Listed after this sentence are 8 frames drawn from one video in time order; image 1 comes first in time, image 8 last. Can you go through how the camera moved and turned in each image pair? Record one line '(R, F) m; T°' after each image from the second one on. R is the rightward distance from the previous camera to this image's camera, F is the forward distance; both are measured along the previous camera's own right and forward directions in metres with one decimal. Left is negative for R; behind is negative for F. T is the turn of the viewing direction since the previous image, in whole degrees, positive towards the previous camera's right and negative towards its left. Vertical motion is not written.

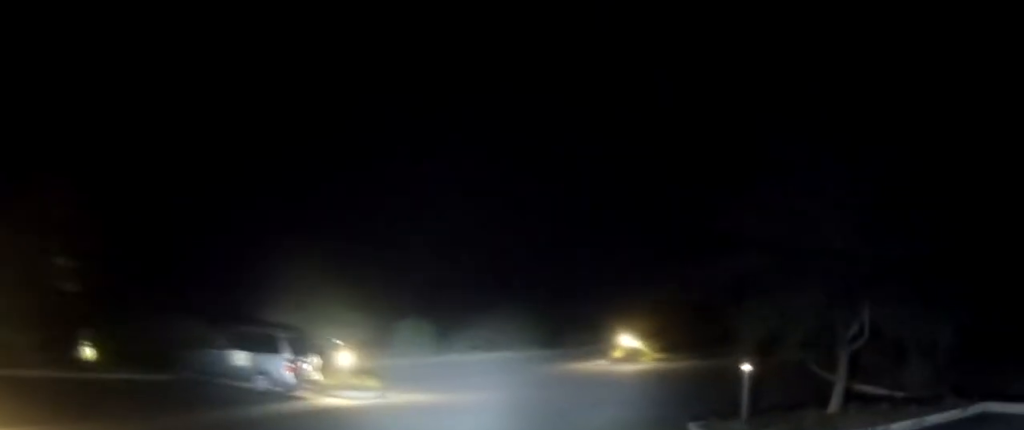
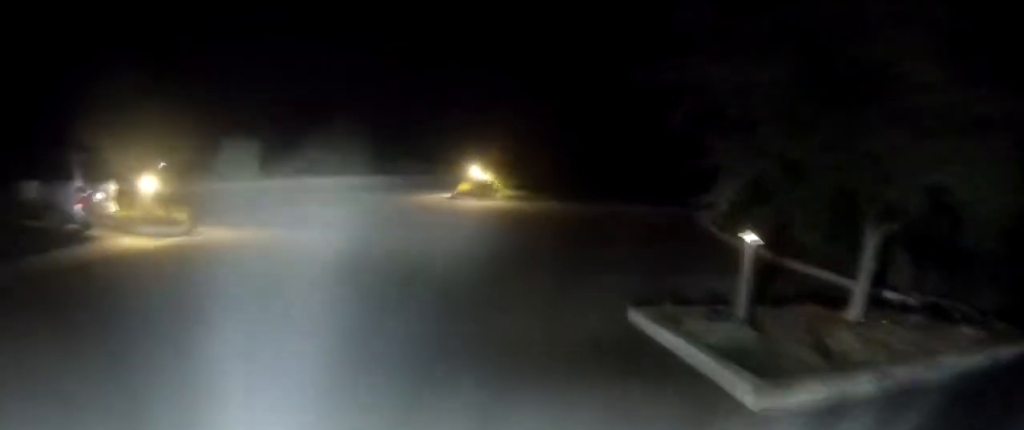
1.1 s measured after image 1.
(0.0, +6.4) m; +3°
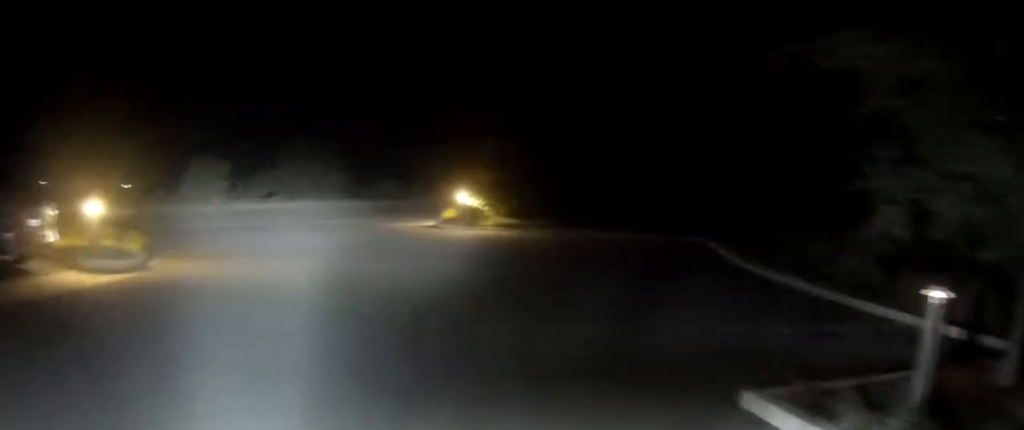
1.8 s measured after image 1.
(+0.1, +4.1) m; +3°
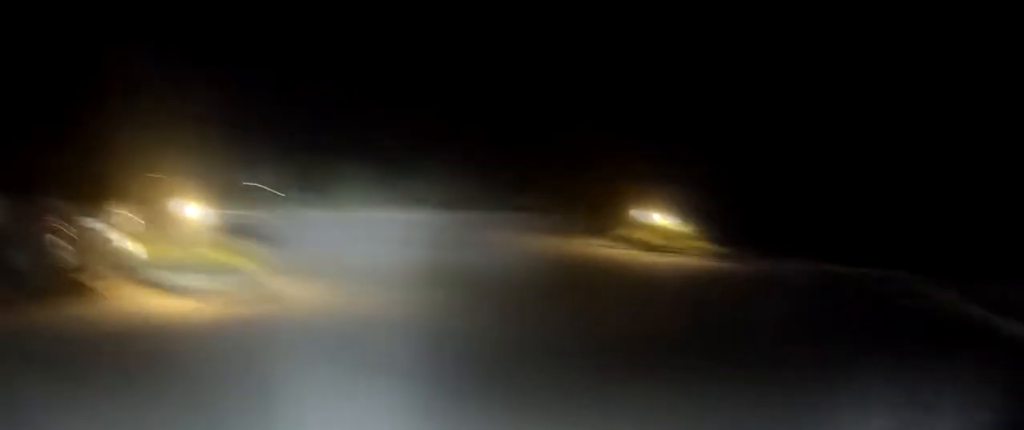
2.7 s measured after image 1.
(+0.2, +4.9) m; +1°
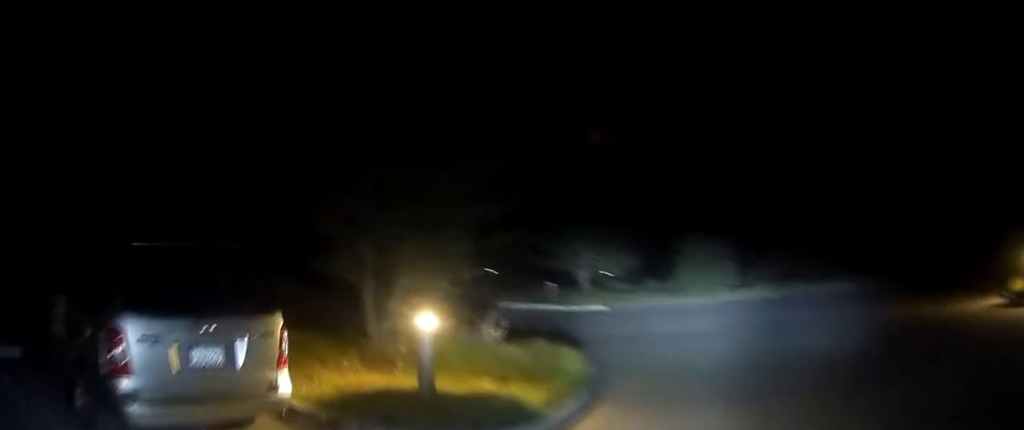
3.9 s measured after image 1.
(-0.1, +6.1) m; -3°
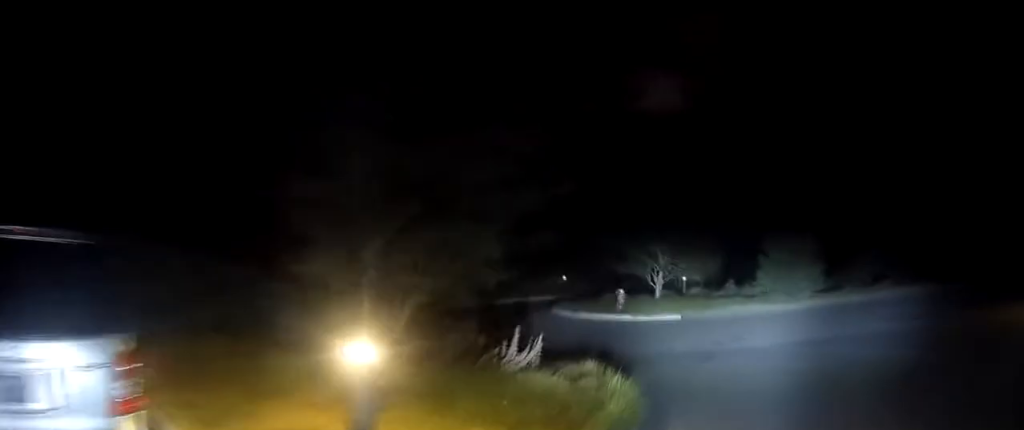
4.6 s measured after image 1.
(0.0, +2.3) m; +3°
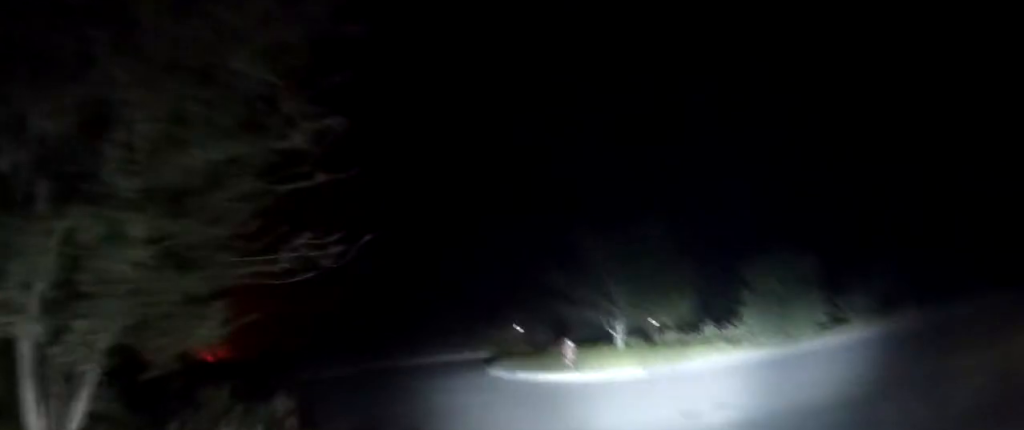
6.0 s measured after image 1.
(+0.4, +5.0) m; +8°
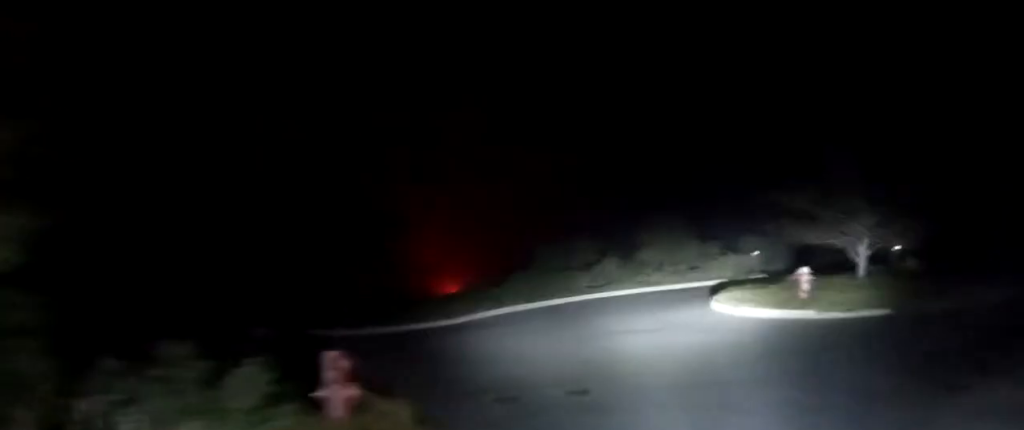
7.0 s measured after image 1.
(+0.1, +6.1) m; -3°
